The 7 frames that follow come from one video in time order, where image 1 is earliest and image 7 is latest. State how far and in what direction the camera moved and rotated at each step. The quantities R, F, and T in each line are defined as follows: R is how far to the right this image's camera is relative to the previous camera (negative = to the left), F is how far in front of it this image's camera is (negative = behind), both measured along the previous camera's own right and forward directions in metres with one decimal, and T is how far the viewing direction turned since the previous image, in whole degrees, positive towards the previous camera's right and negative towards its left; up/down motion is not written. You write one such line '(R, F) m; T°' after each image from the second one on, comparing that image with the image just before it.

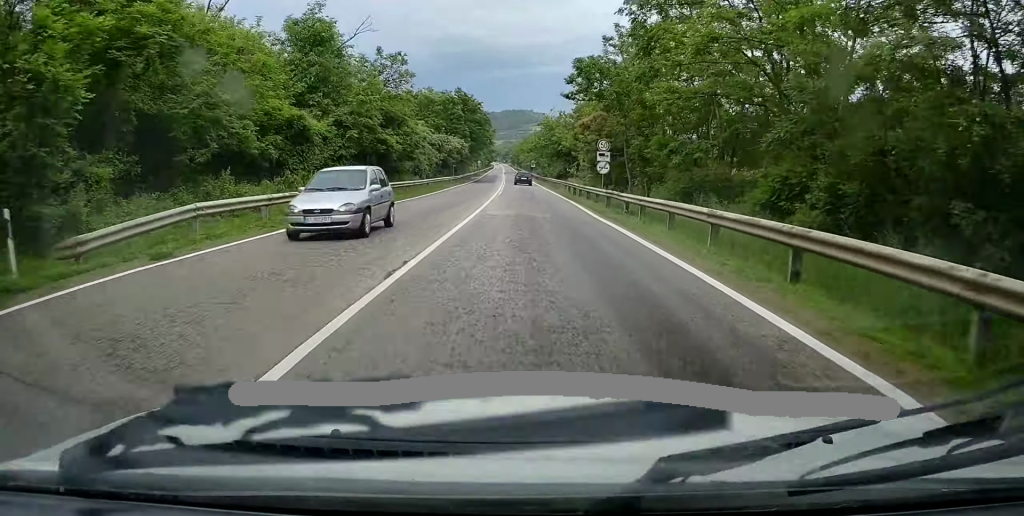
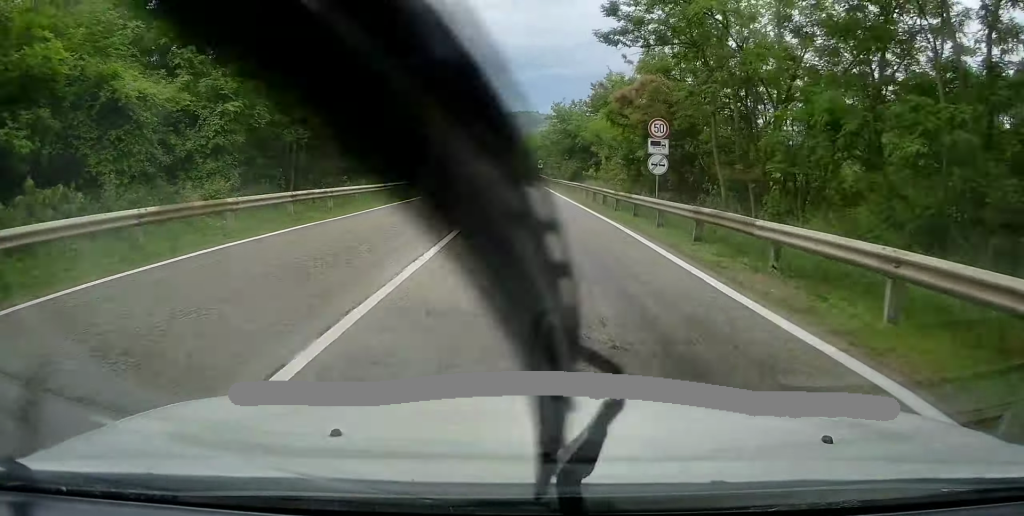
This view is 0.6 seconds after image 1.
(0.0, +13.7) m; -1°
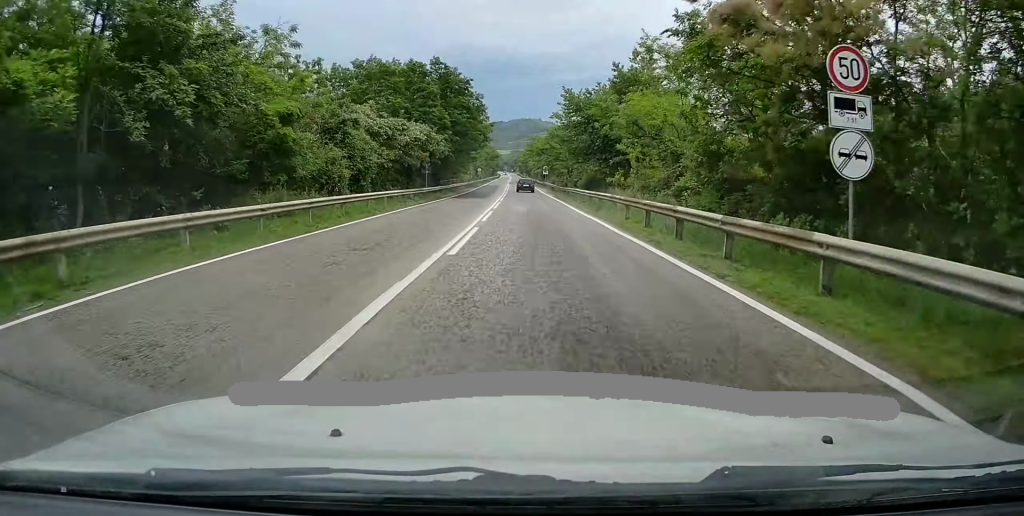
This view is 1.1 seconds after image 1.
(-0.2, +13.7) m; -1°
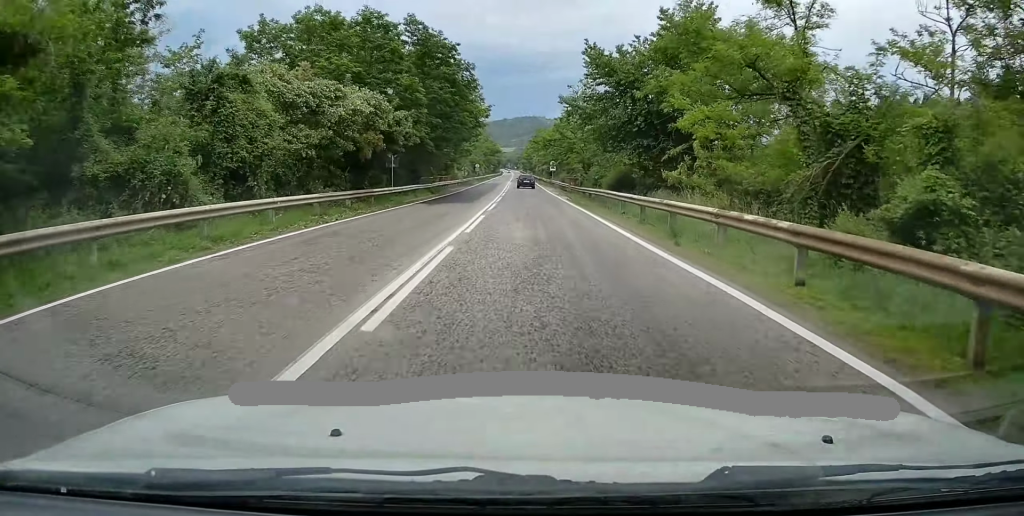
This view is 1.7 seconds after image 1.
(-0.1, +14.4) m; 0°
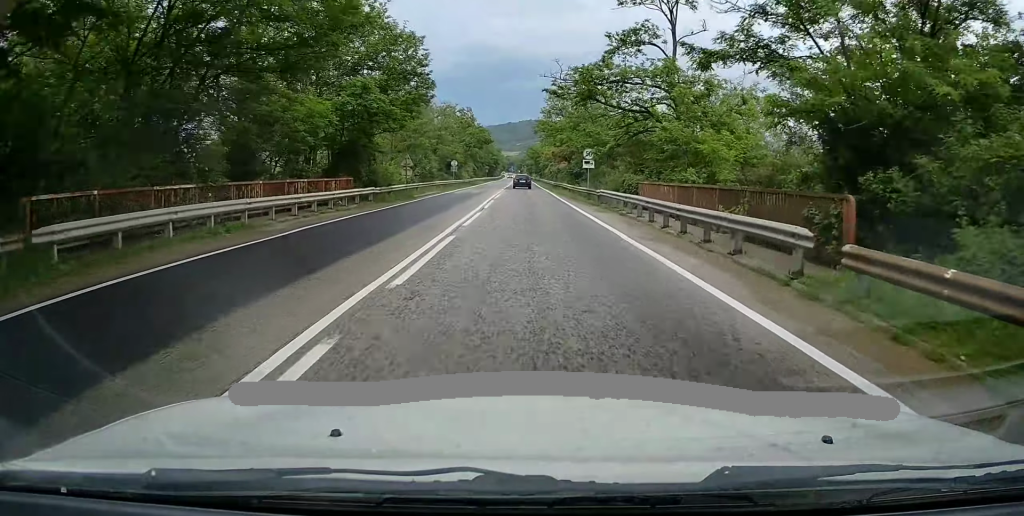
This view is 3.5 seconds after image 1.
(+0.1, +43.2) m; 0°
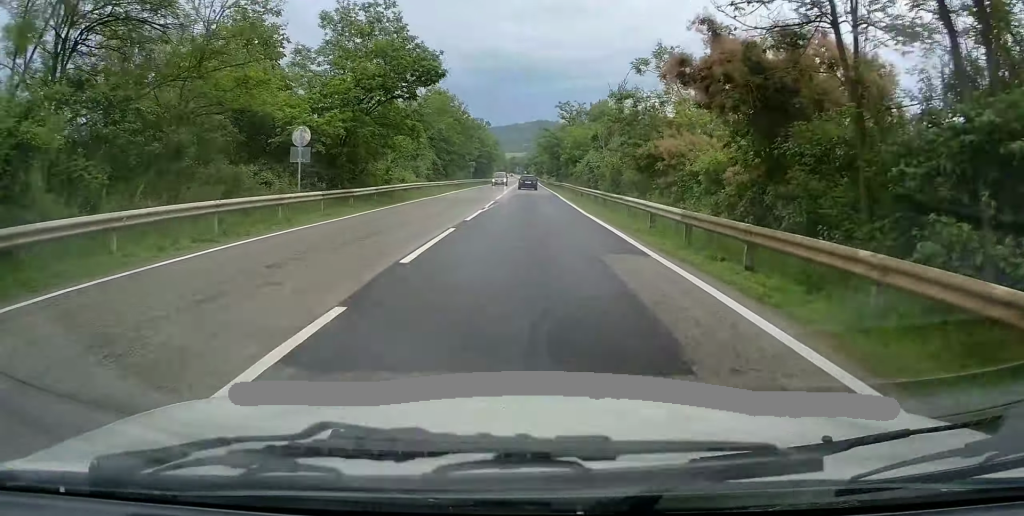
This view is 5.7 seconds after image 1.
(-0.9, +51.5) m; -1°
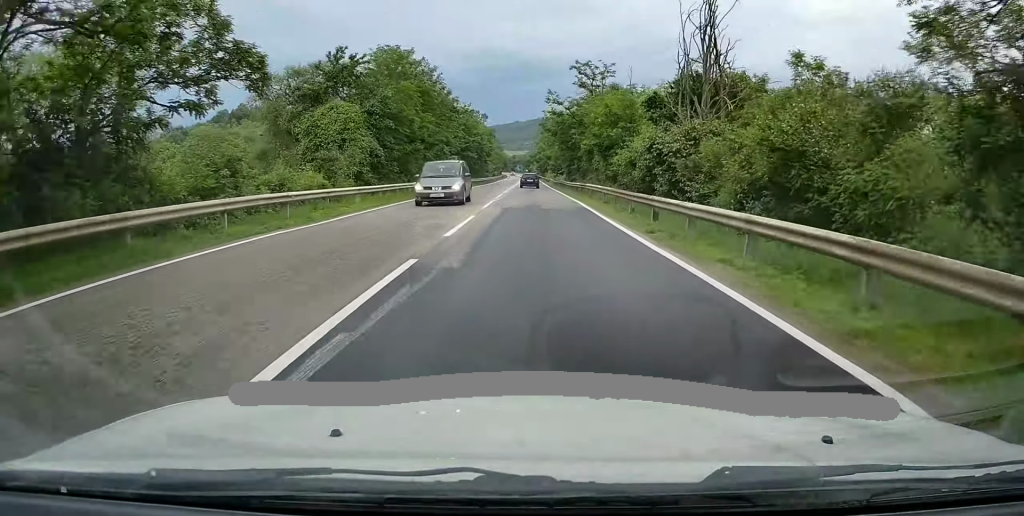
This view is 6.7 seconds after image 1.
(+0.1, +22.4) m; +1°
